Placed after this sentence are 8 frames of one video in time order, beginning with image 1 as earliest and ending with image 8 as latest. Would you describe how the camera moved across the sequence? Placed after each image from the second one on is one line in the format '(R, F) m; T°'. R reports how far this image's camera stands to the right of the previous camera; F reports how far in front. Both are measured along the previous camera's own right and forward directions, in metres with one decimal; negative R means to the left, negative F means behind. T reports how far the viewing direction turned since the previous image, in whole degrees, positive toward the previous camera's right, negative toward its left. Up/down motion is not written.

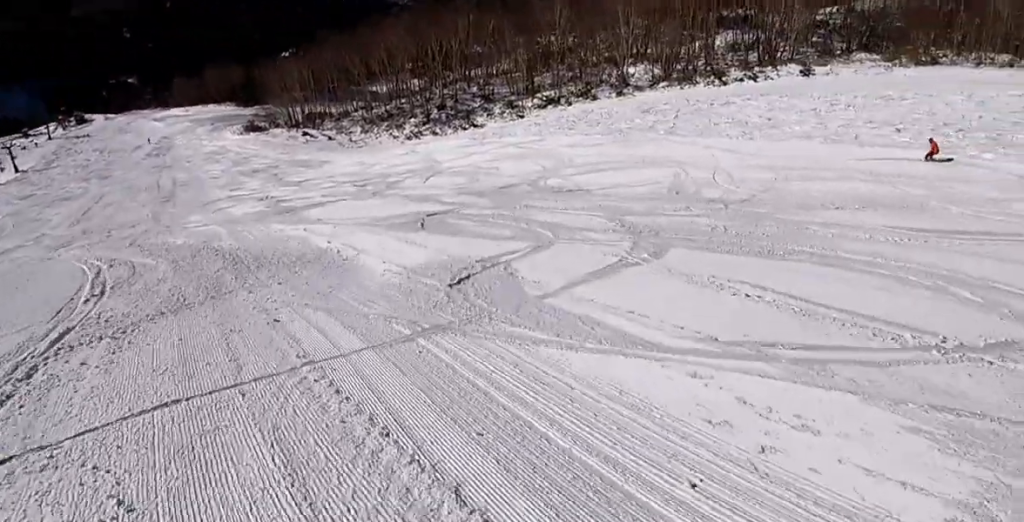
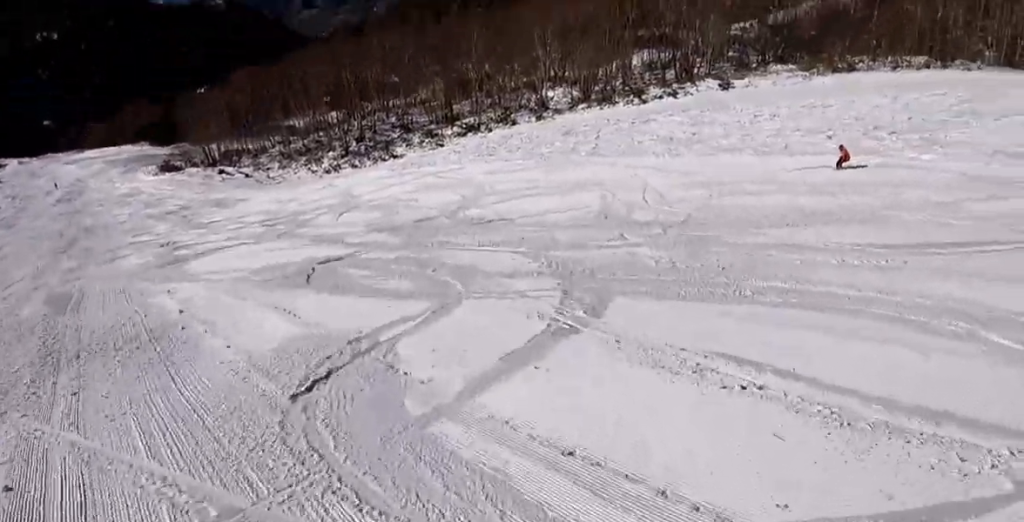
(+0.4, +2.8) m; 0°
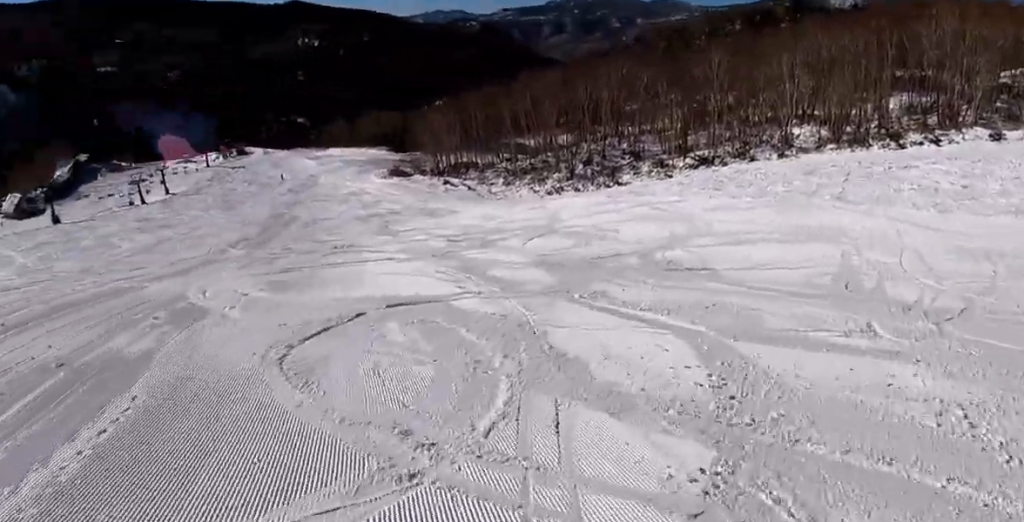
(-0.1, +5.2) m; -16°
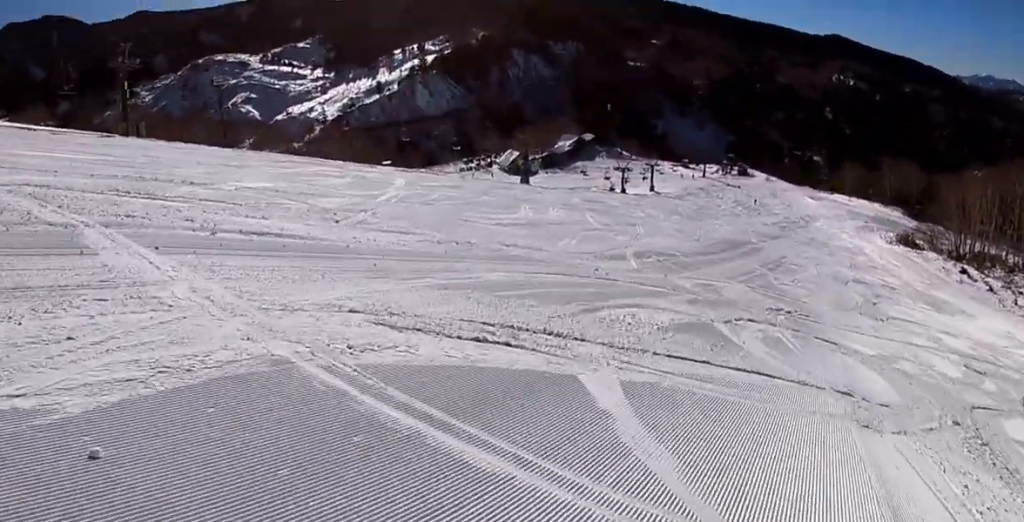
(-5.9, +8.9) m; -51°
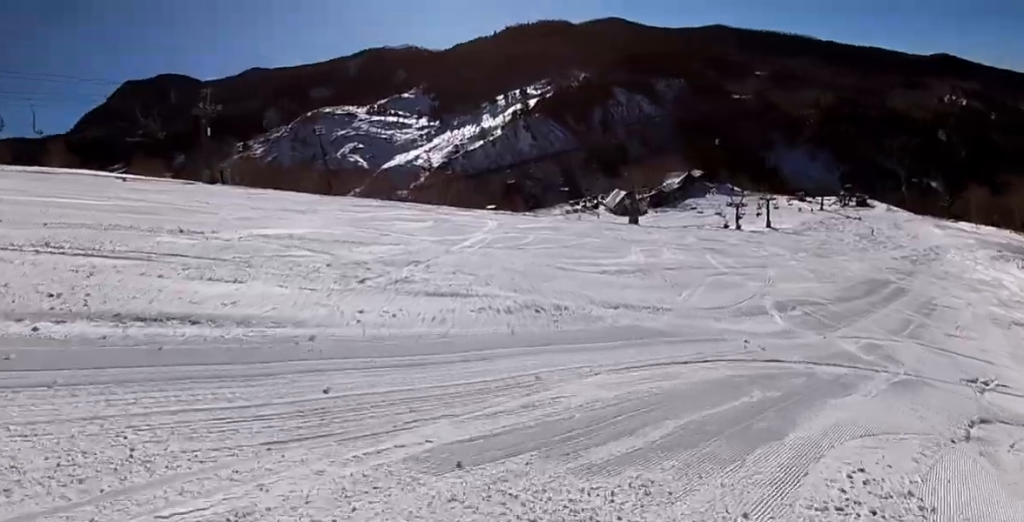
(-0.1, +4.5) m; -1°
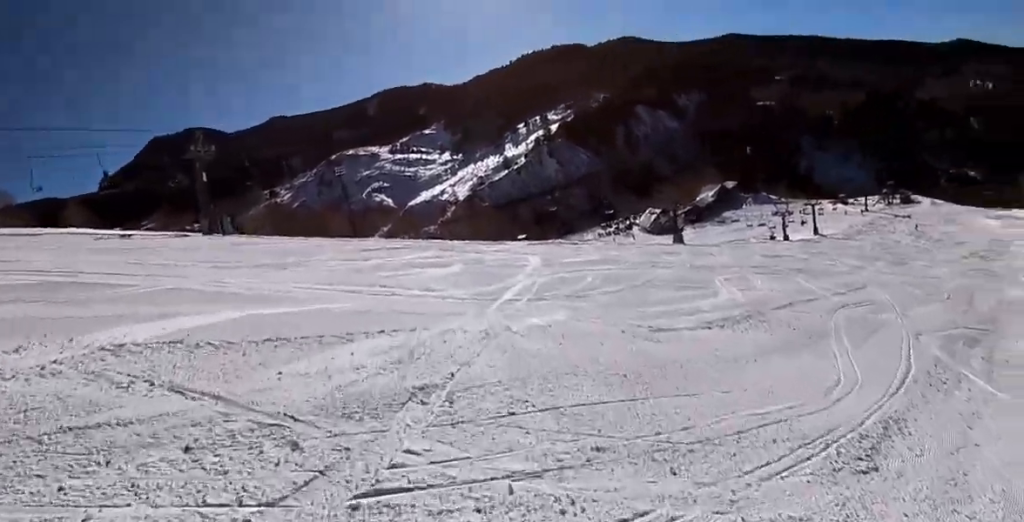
(0.0, +6.9) m; +1°
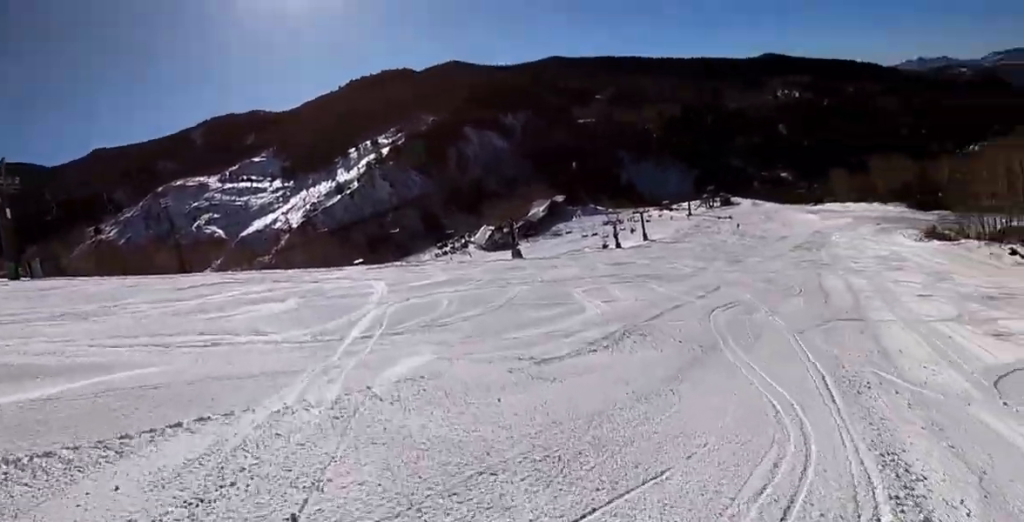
(0.0, +2.4) m; +12°
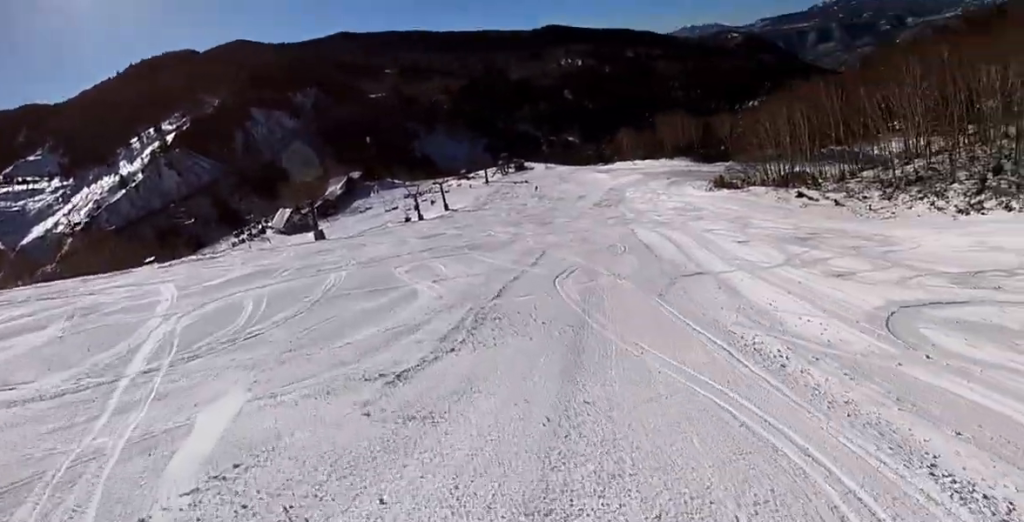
(-0.6, +2.6) m; +13°
